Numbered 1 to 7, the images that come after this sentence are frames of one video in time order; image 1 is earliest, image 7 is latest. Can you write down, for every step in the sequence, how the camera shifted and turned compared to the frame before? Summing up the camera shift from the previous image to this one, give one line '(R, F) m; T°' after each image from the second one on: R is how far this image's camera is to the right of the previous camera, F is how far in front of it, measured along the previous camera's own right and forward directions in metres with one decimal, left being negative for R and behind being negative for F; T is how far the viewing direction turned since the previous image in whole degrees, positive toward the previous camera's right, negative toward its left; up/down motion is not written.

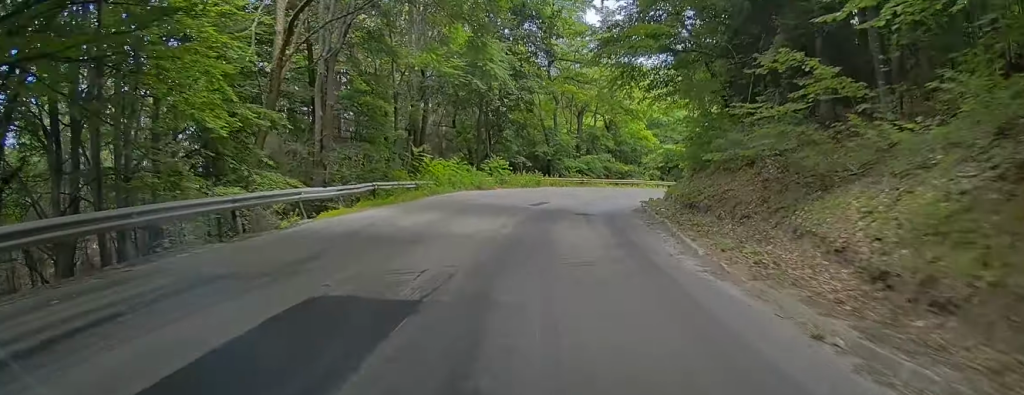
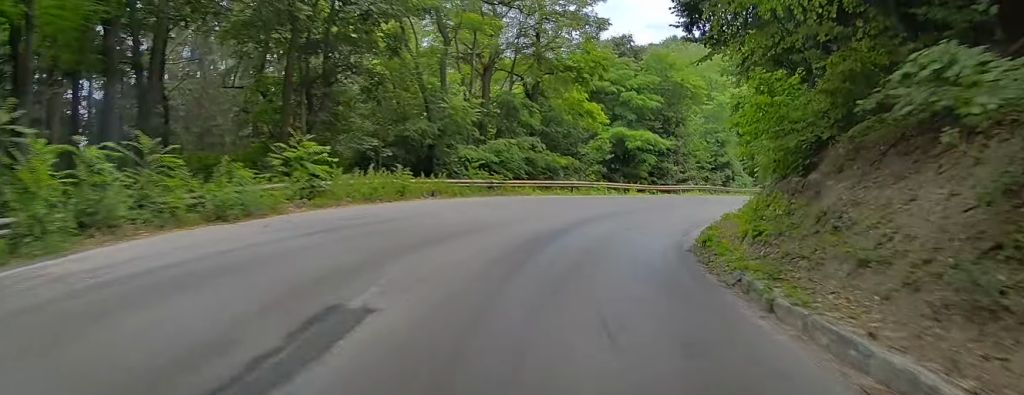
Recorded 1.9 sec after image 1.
(+2.8, +27.8) m; +12°
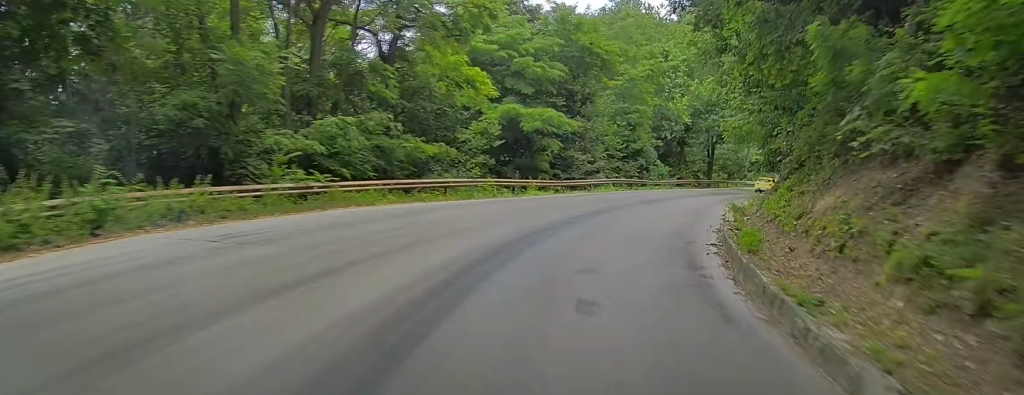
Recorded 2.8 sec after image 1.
(+1.1, +13.5) m; +11°
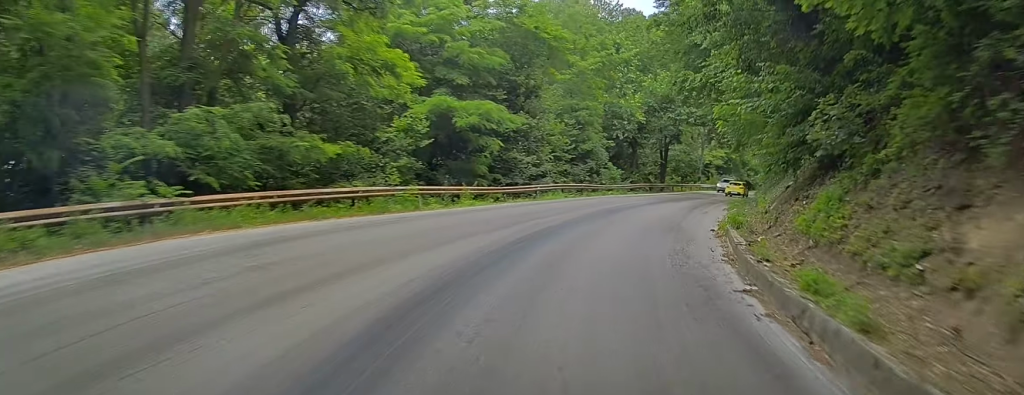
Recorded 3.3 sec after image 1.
(+0.3, +6.1) m; +5°
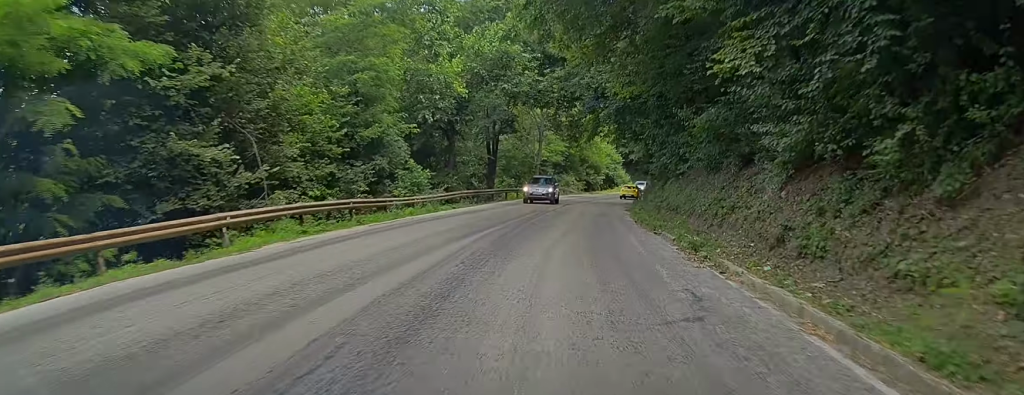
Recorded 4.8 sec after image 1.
(+2.8, +20.5) m; +10°
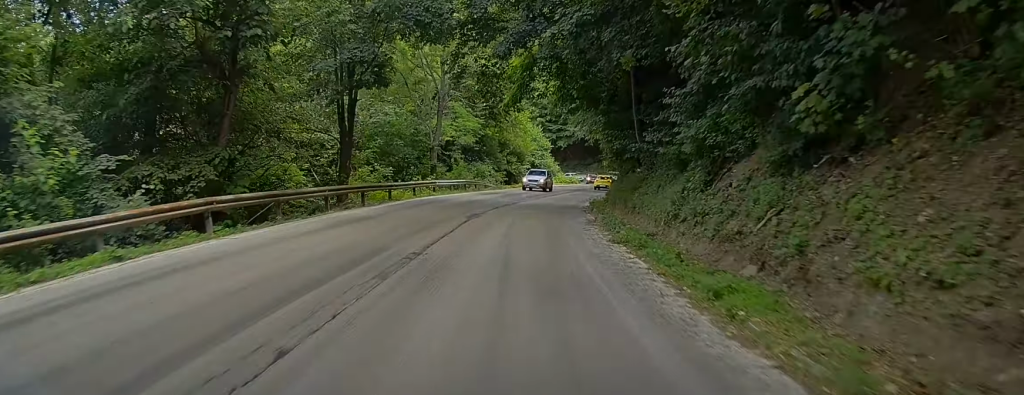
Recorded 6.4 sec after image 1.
(+0.4, +21.6) m; +1°
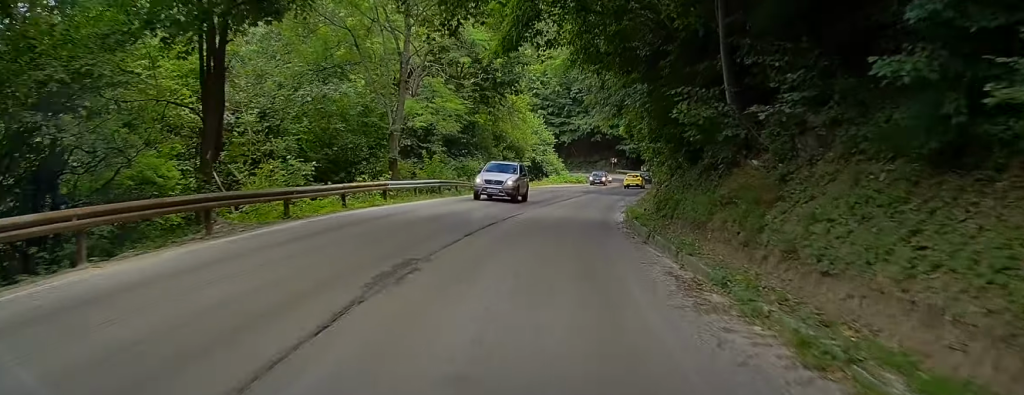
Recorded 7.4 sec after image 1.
(-0.1, +12.5) m; 0°
